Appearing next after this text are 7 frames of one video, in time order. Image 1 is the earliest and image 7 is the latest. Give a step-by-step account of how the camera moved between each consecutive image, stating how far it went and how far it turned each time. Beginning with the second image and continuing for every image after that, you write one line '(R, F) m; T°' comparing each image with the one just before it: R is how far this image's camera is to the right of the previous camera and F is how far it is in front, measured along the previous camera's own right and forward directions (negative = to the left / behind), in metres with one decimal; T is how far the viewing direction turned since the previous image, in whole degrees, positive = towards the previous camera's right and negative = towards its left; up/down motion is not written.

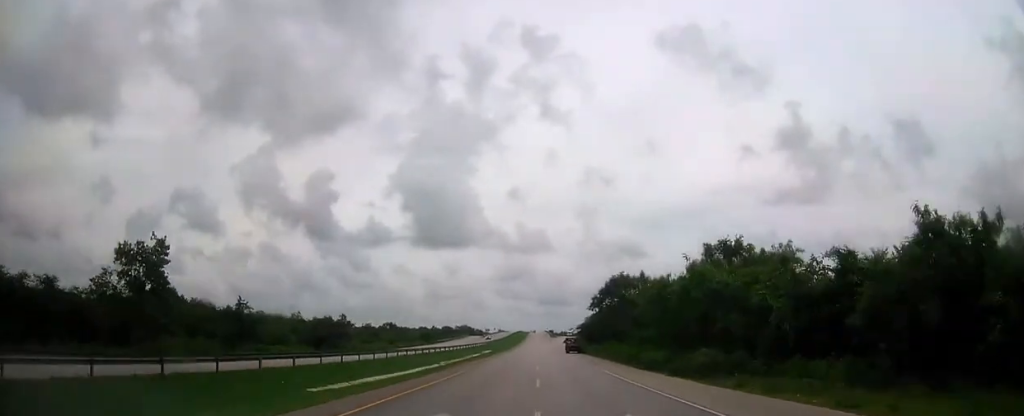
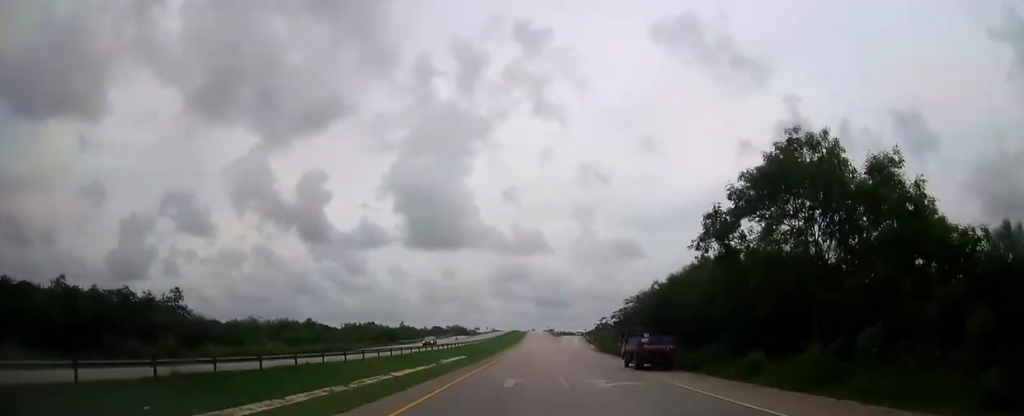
(-0.4, +49.0) m; 0°
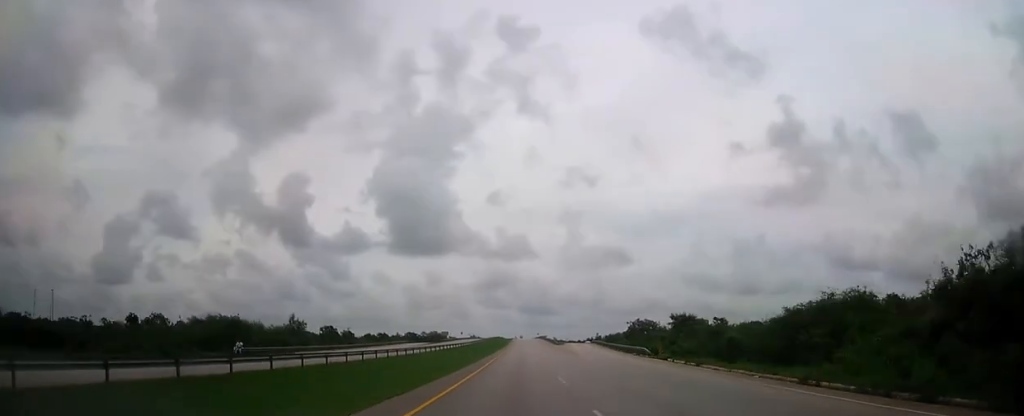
(+0.3, +69.0) m; +1°
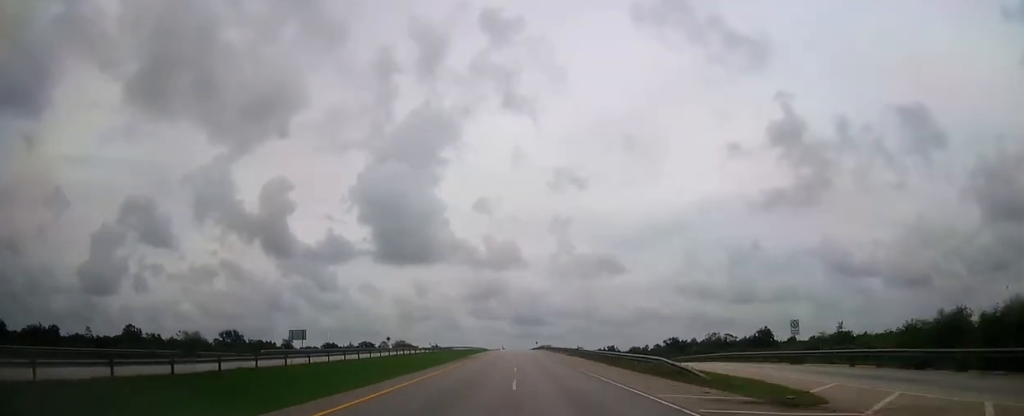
(+1.0, +116.2) m; +1°
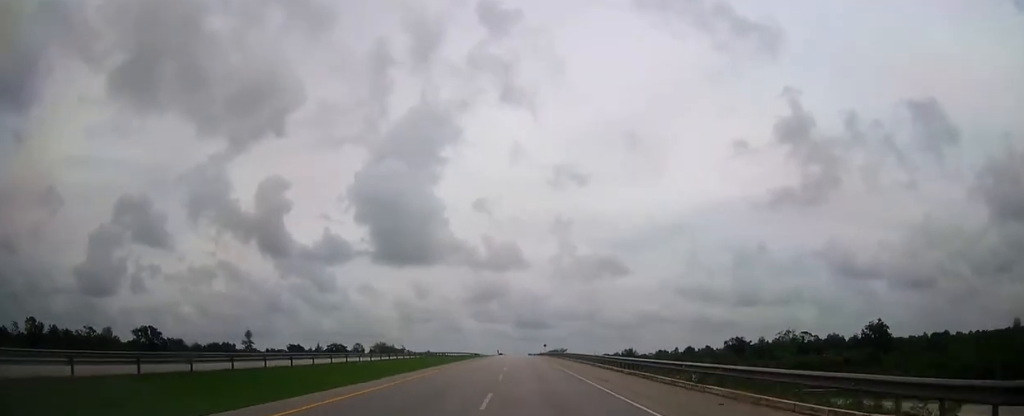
(-0.1, +62.1) m; 0°
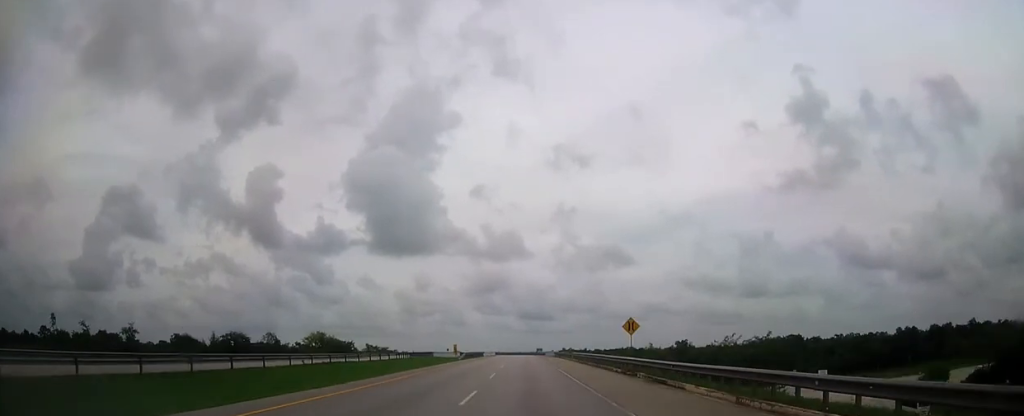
(0.0, +115.5) m; 0°
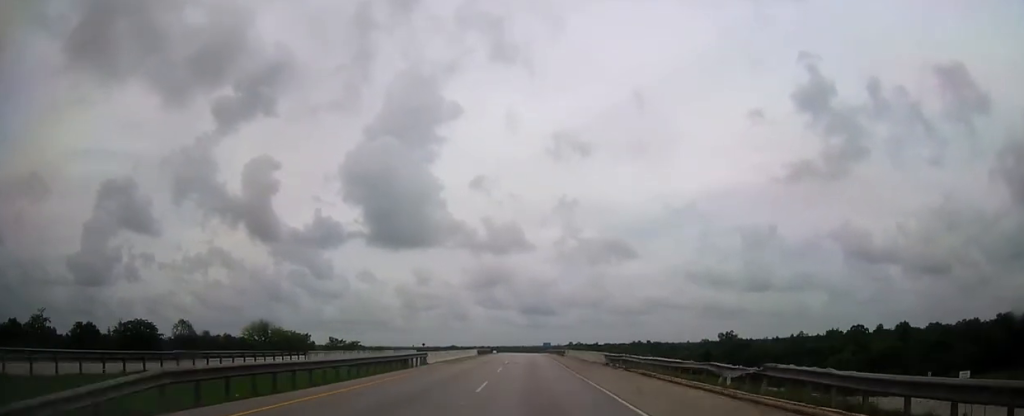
(-0.1, +55.3) m; 0°
